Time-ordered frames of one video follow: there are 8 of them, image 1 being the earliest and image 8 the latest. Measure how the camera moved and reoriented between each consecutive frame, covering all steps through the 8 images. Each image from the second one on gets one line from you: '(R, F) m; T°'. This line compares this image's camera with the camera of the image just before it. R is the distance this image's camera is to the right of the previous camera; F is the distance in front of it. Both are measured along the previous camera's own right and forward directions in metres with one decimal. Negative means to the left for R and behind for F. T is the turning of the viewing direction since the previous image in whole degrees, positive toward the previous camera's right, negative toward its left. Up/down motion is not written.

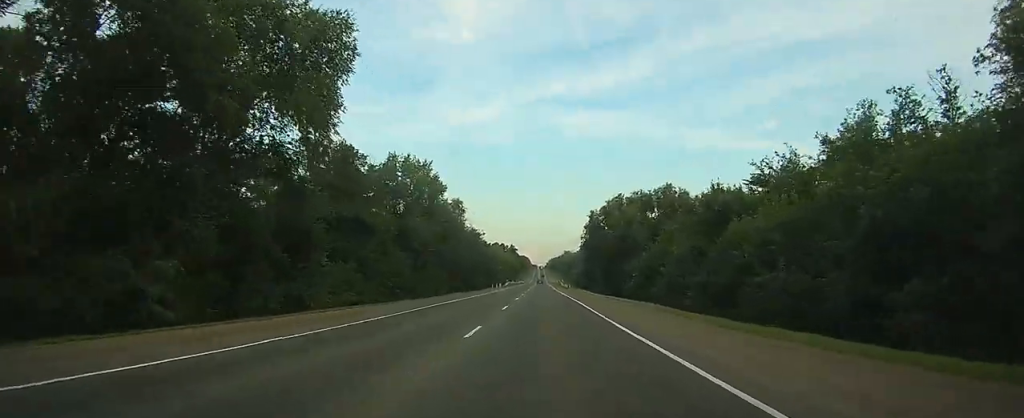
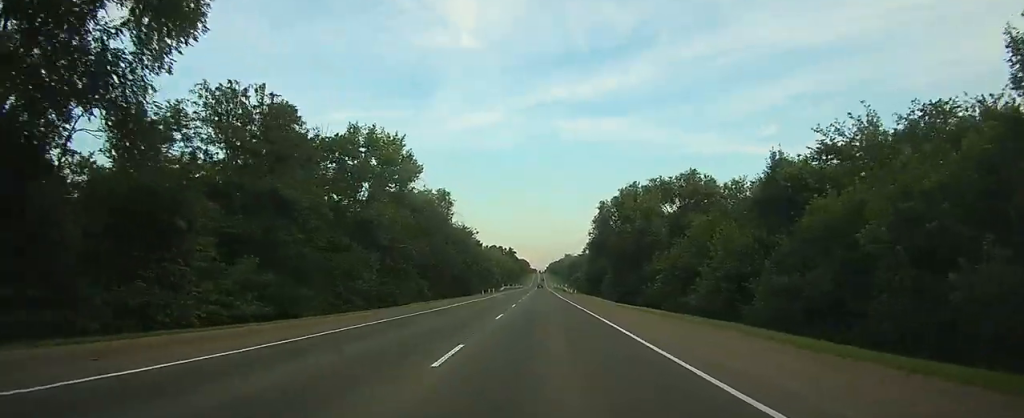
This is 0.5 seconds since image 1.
(0.0, +16.0) m; 0°
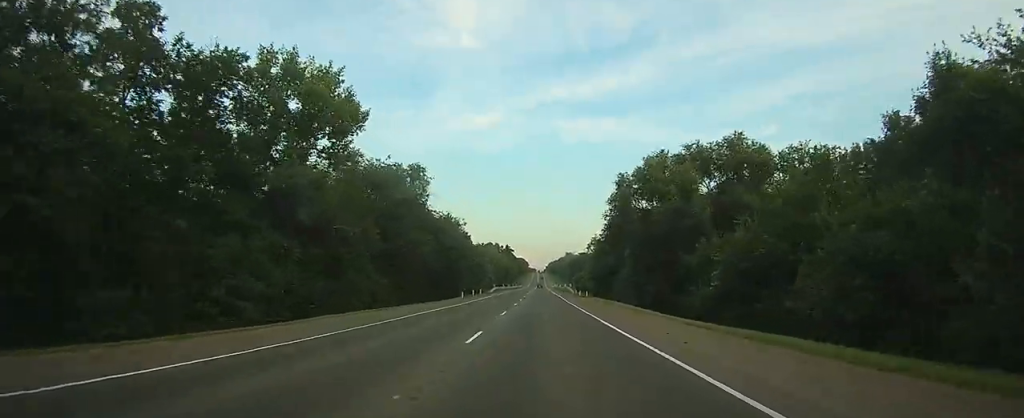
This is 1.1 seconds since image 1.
(+0.1, +20.4) m; 0°
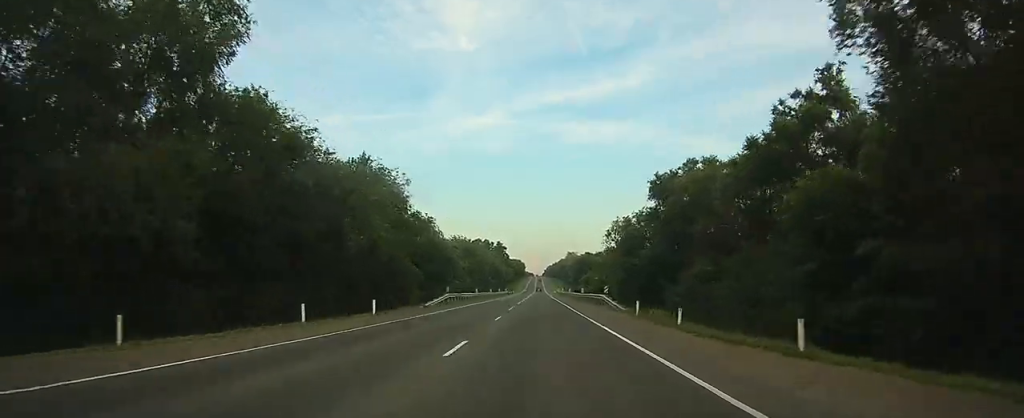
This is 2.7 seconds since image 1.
(+0.1, +50.5) m; 0°
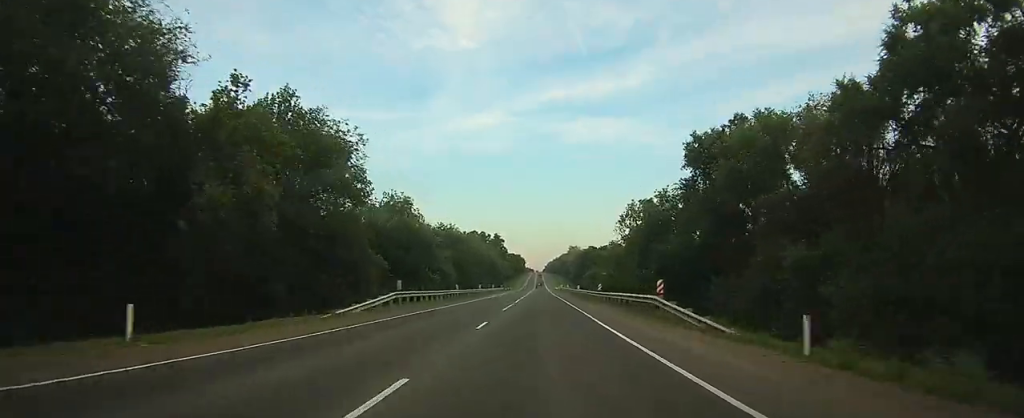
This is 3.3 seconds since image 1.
(-0.1, +18.2) m; 0°
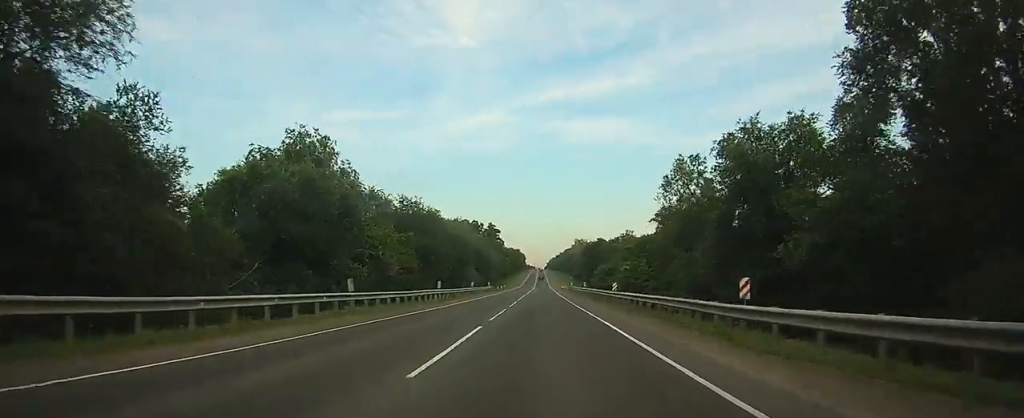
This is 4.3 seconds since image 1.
(0.0, +33.1) m; 0°
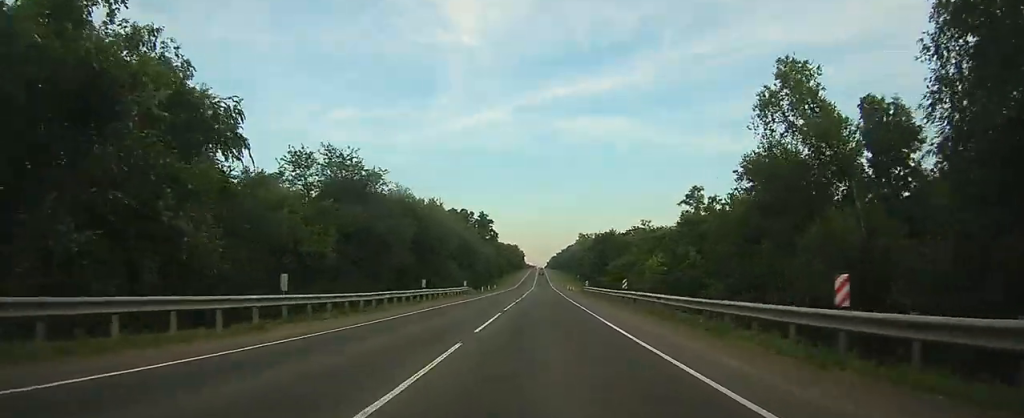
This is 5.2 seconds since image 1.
(0.0, +28.8) m; 0°
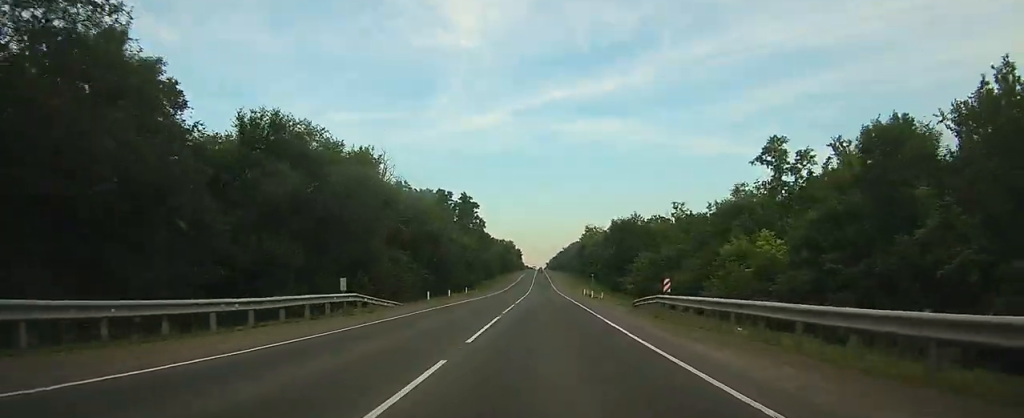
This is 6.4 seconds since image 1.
(0.0, +38.2) m; 0°
